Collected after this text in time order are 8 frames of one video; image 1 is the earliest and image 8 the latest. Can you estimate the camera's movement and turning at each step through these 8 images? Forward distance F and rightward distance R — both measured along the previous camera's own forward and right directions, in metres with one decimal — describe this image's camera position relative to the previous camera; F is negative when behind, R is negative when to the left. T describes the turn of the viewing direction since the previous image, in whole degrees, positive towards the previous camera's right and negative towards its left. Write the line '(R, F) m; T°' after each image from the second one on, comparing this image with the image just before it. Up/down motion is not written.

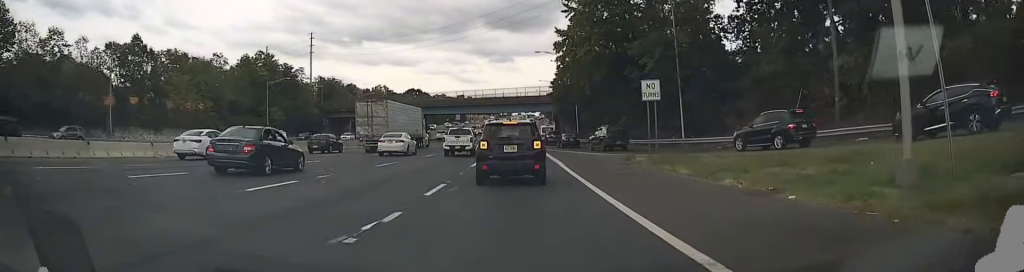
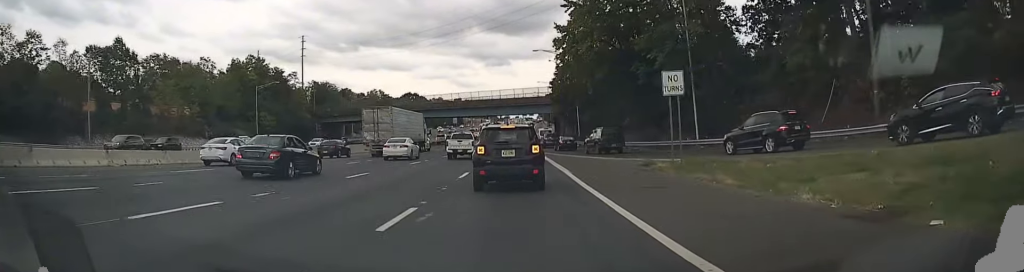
(0.0, +4.3) m; 0°
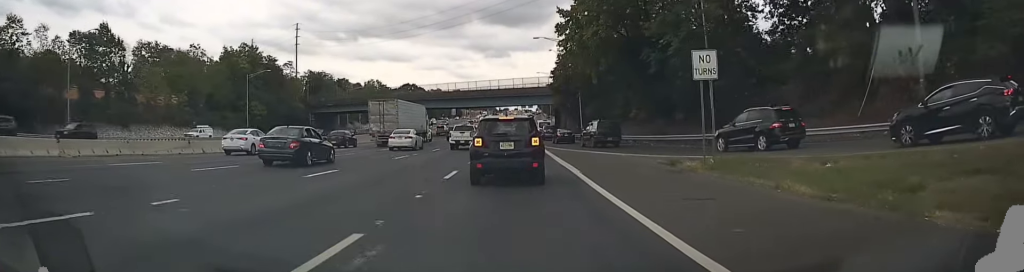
(0.0, +4.2) m; 0°
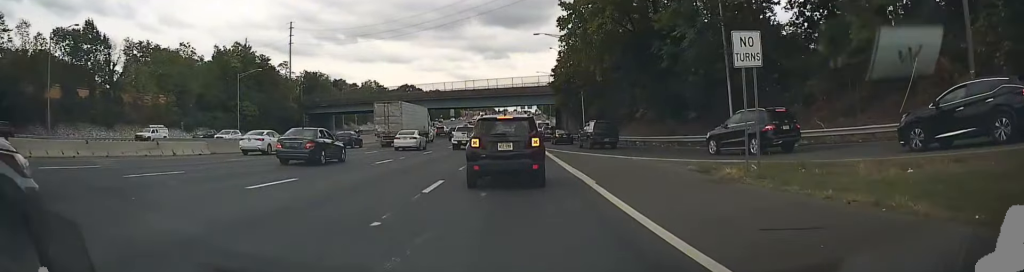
(0.0, +3.4) m; 0°
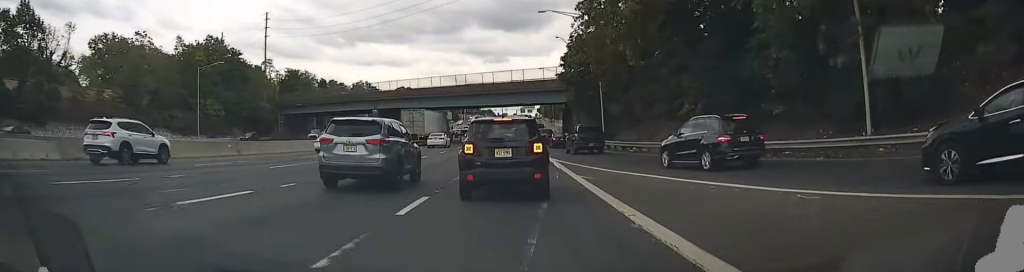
(-0.1, +15.6) m; 0°
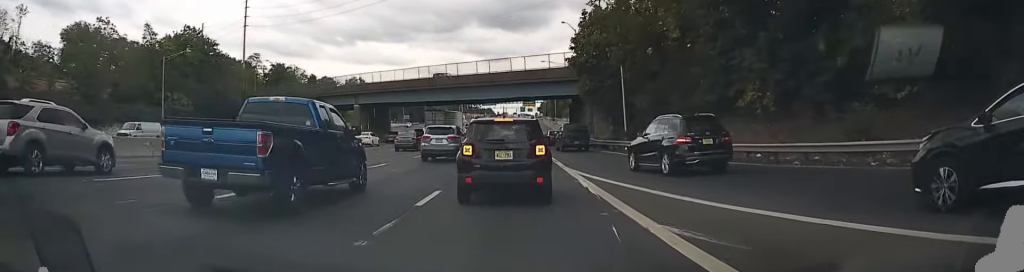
(+0.3, +10.6) m; -2°
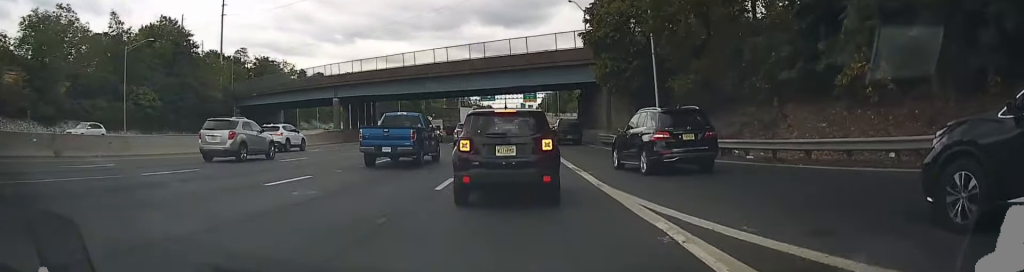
(-0.6, +9.5) m; 0°
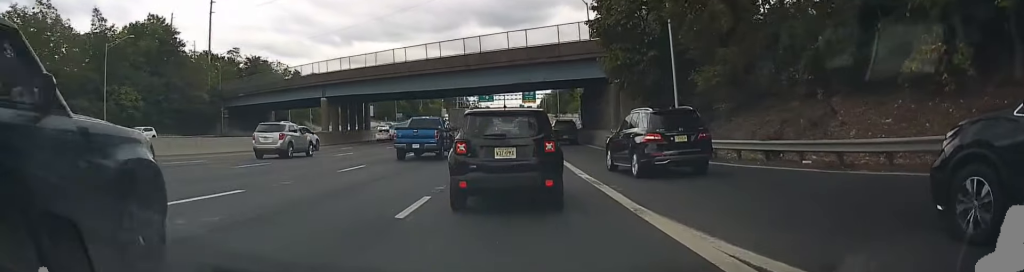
(+0.1, +4.3) m; +3°
